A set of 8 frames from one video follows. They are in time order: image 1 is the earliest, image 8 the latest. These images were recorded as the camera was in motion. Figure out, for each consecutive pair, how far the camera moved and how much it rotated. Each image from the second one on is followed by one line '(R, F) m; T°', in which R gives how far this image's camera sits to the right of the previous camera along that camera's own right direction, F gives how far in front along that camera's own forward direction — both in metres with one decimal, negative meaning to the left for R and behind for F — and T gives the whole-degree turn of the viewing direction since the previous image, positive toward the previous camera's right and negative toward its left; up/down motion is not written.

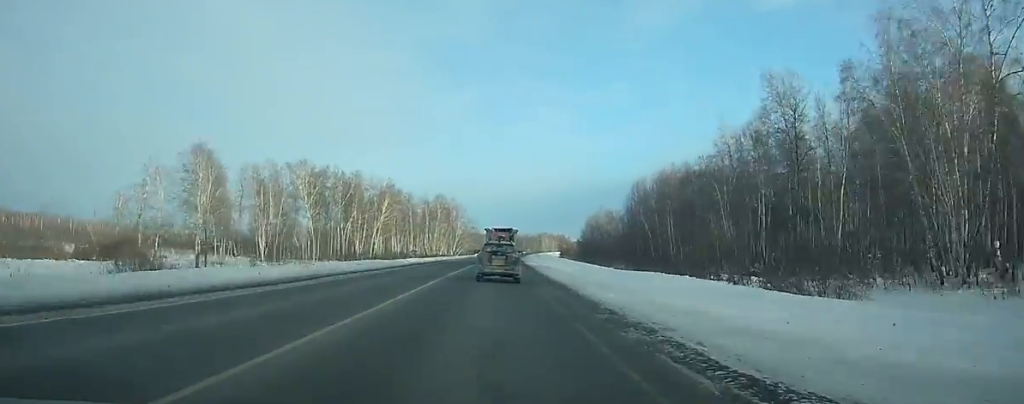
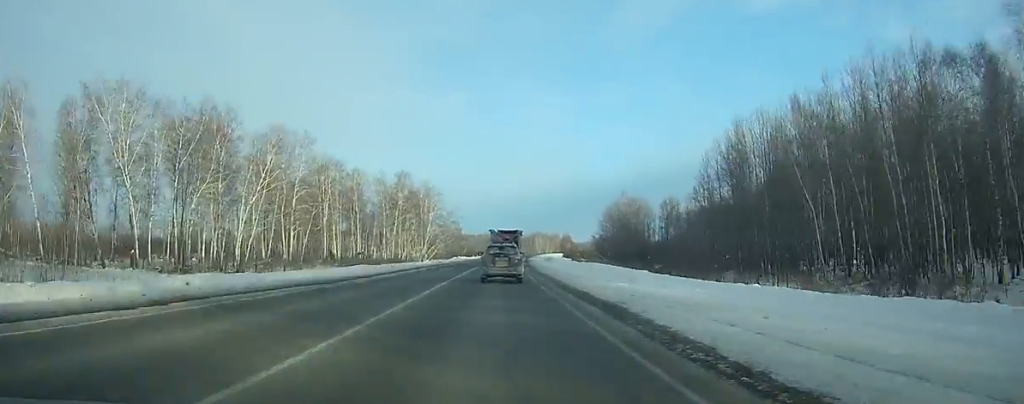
(+0.1, +63.8) m; +1°
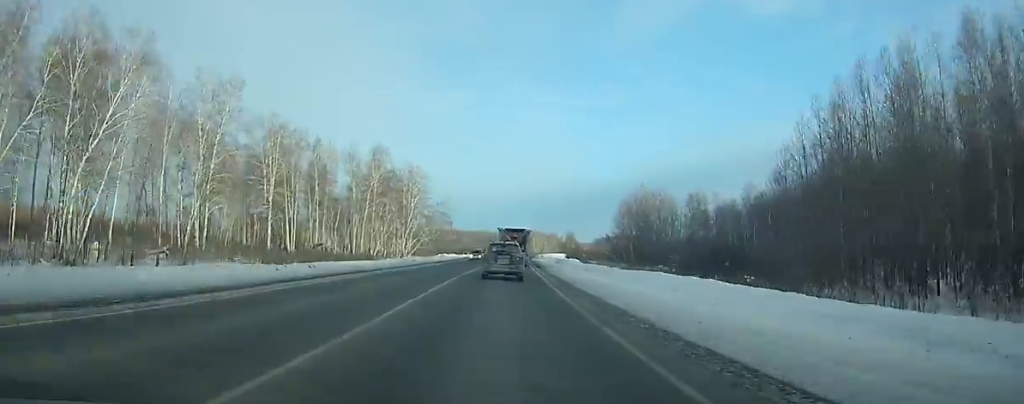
(+0.3, +29.5) m; +1°
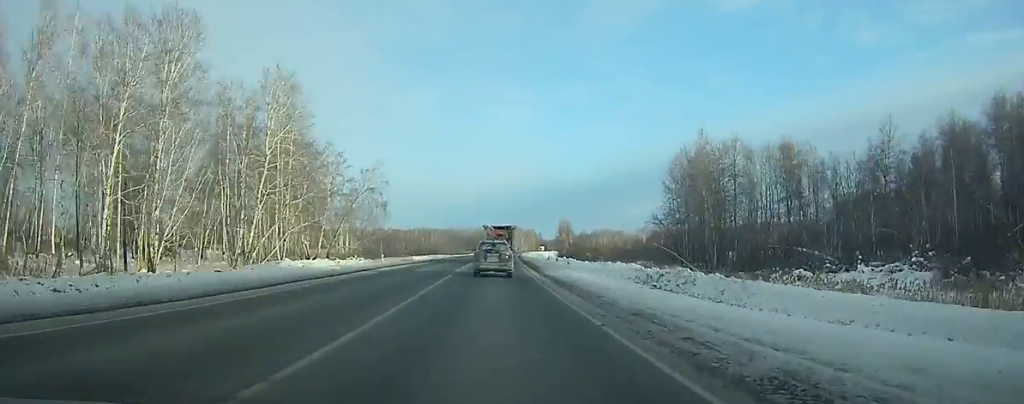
(+0.9, +69.9) m; +1°
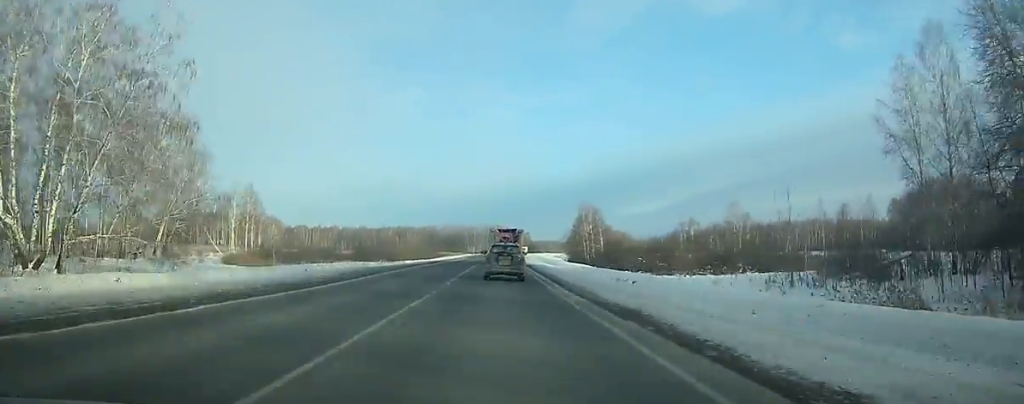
(+0.9, +69.4) m; +1°
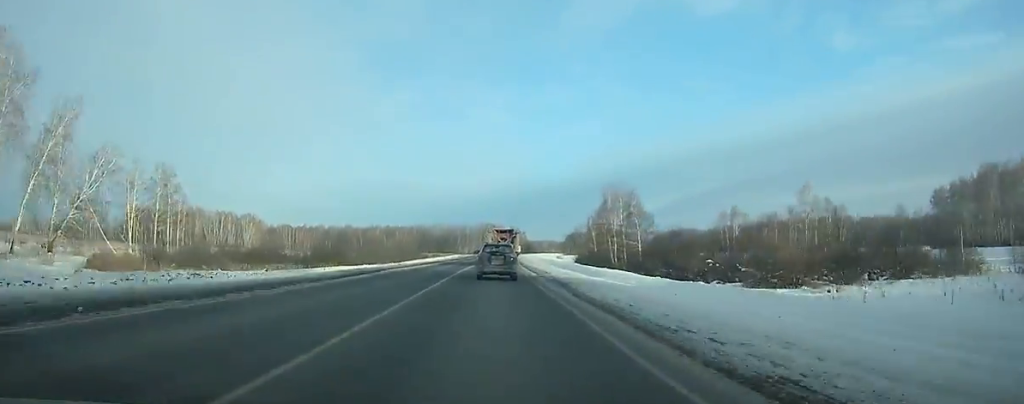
(+0.1, +33.4) m; +1°
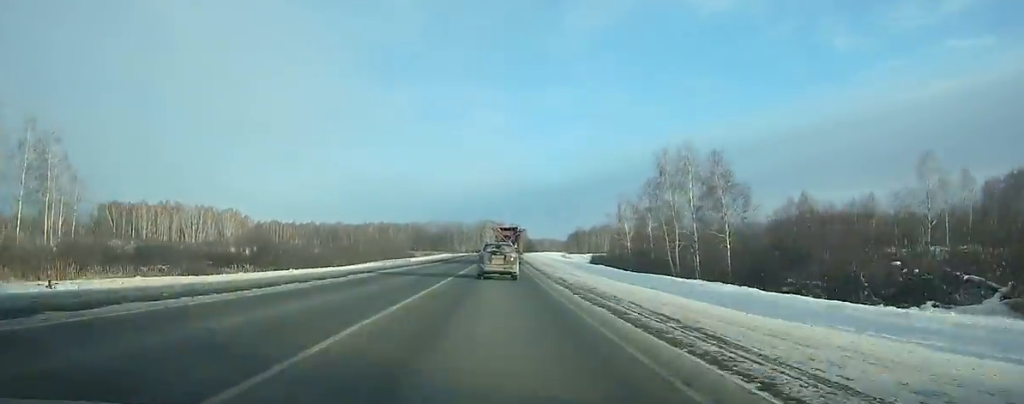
(+0.3, +31.0) m; +1°
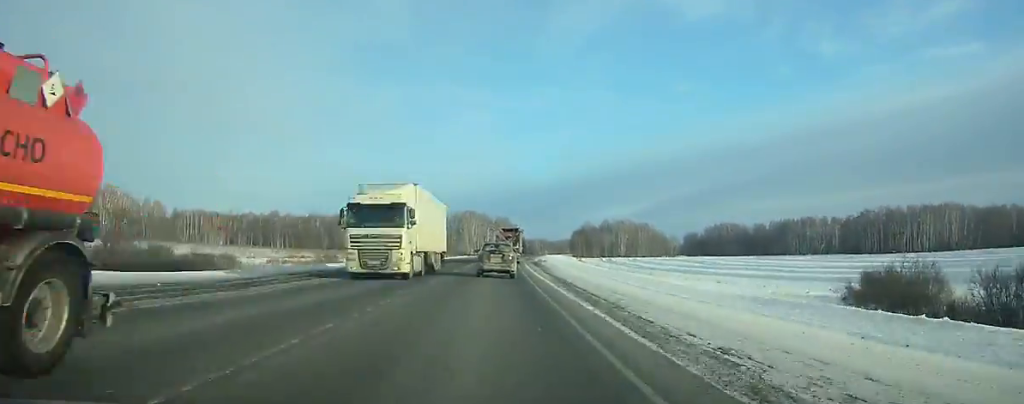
(+2.2, +124.0) m; +2°
